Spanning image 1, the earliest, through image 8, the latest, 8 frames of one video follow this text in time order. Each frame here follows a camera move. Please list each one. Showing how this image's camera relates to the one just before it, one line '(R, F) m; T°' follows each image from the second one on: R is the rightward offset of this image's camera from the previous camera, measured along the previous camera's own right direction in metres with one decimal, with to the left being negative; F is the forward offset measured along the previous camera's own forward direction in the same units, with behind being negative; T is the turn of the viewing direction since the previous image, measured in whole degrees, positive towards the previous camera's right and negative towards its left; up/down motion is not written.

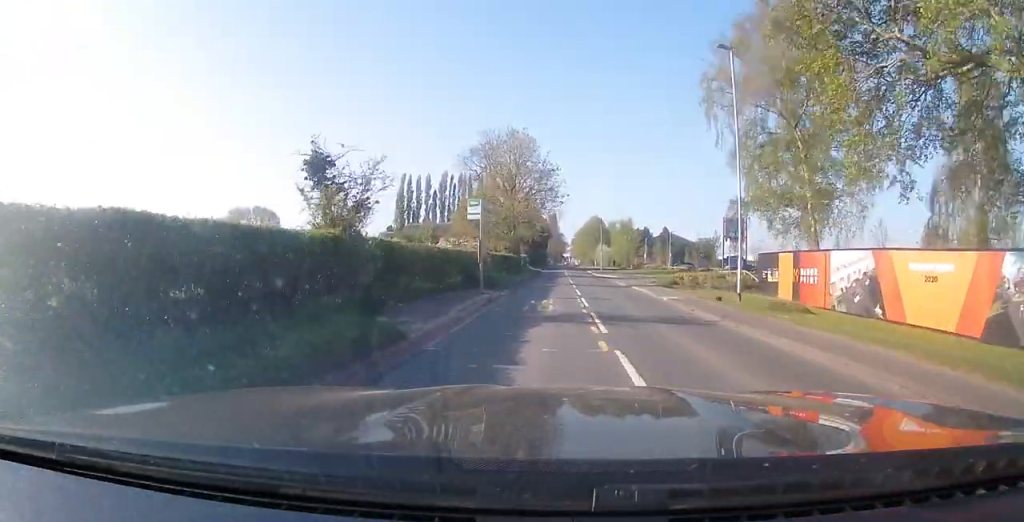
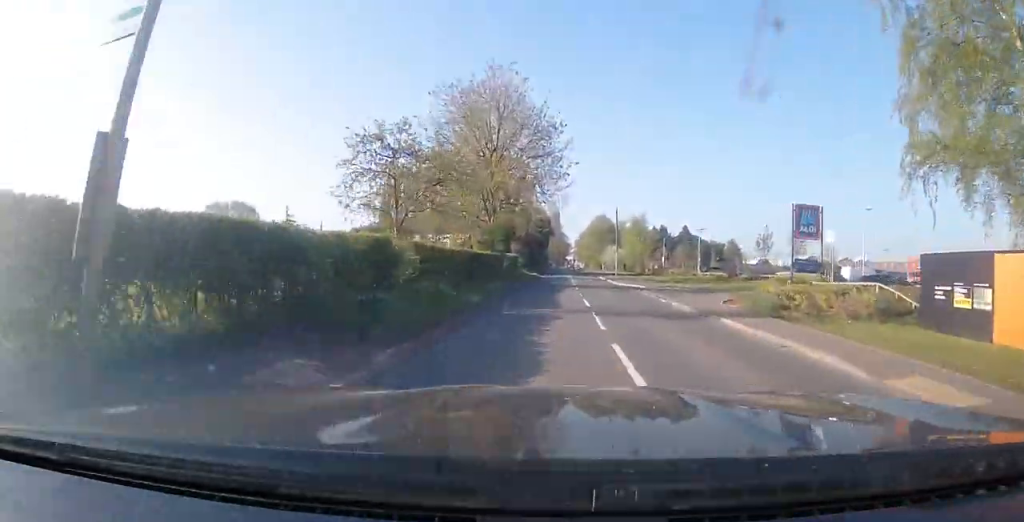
(0.0, +18.0) m; -1°
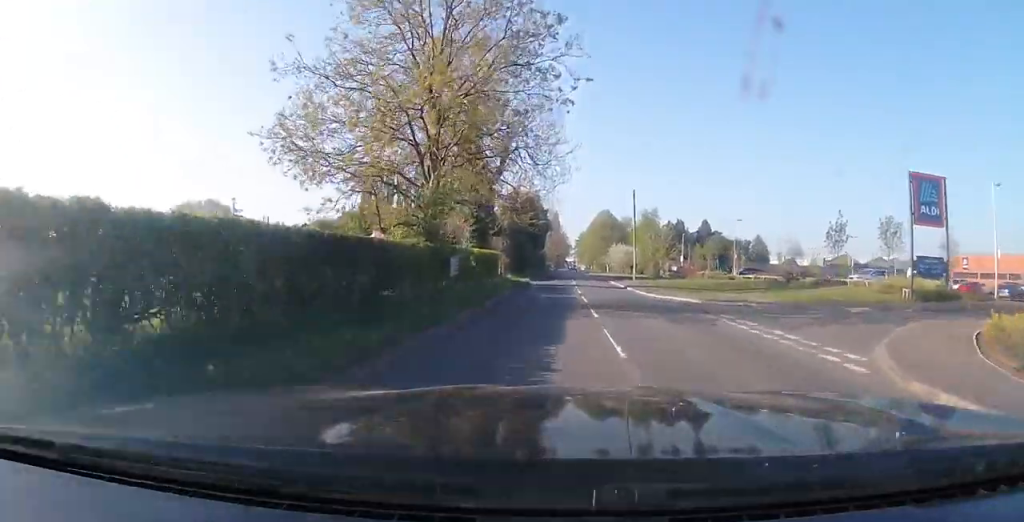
(-0.2, +16.2) m; -1°
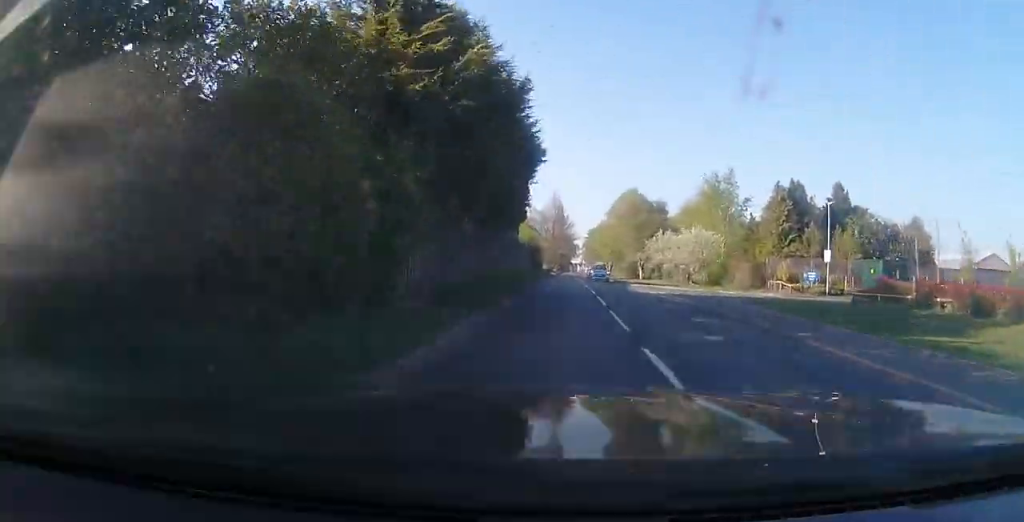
(-1.1, +46.5) m; -2°
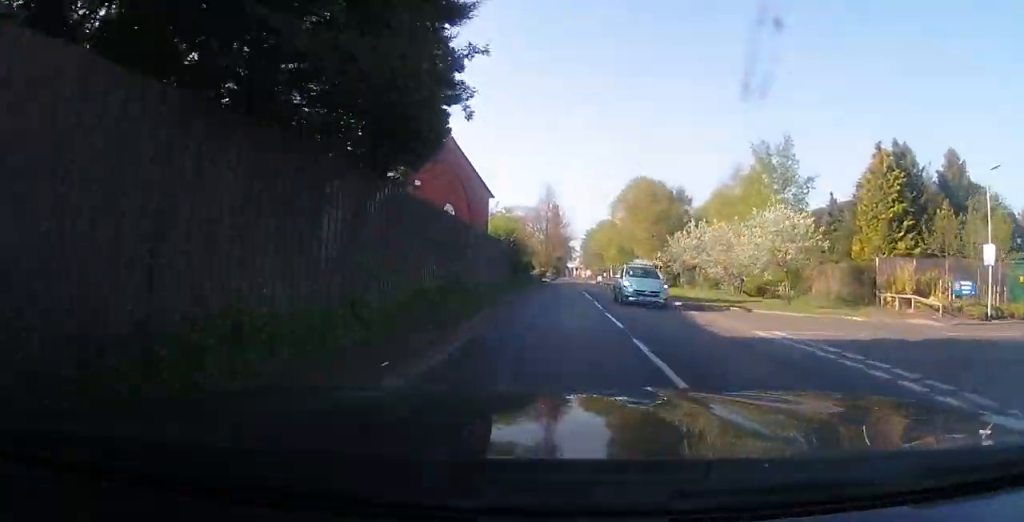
(-0.3, +17.2) m; -1°
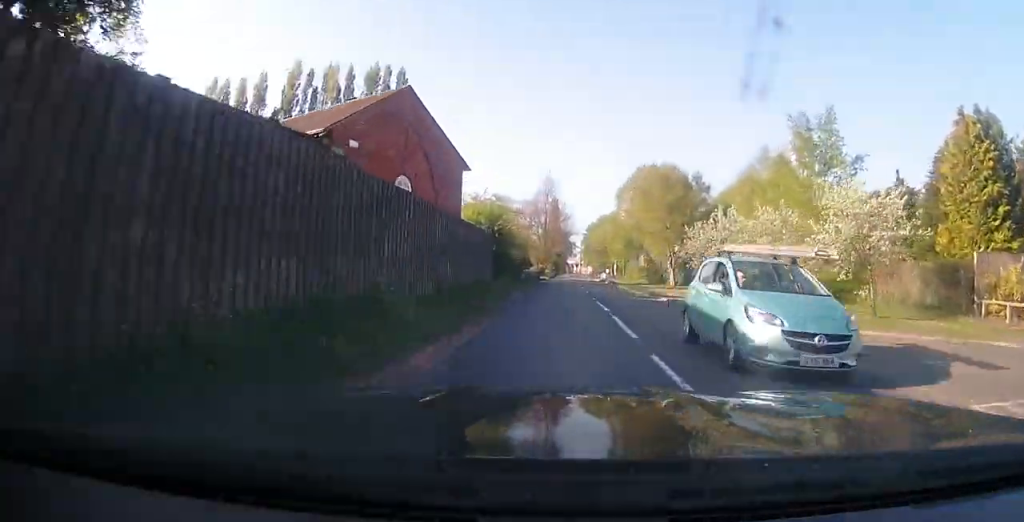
(-0.1, +7.9) m; 0°
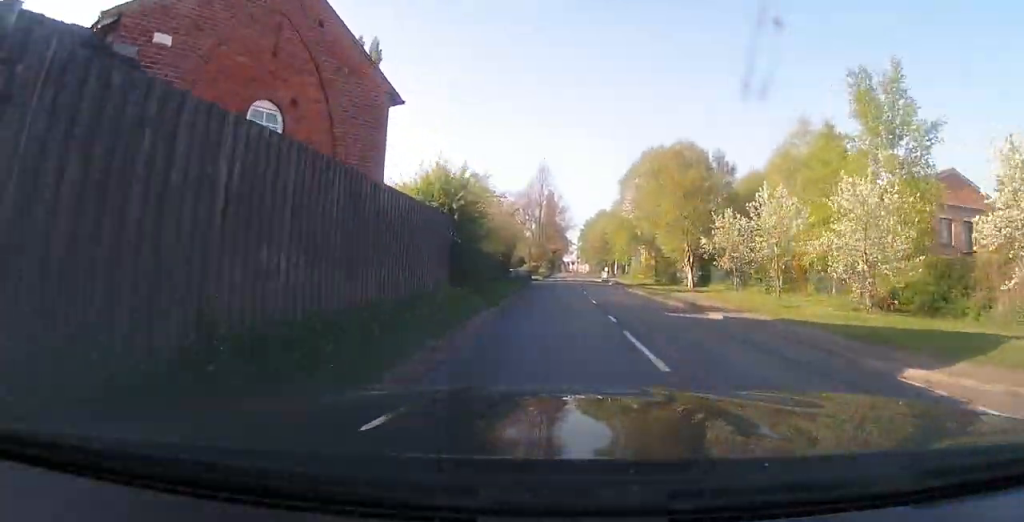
(0.0, +9.2) m; +1°
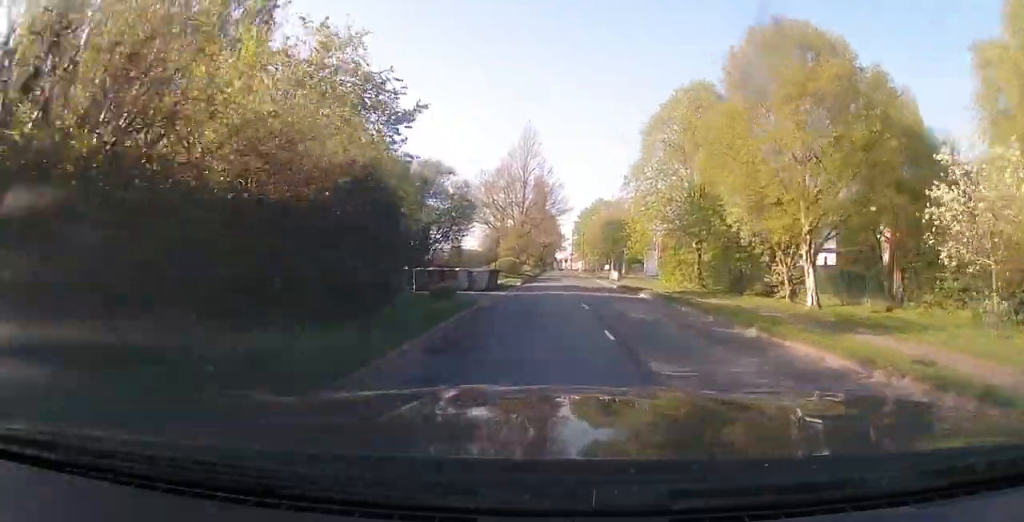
(+0.4, +23.6) m; +2°
